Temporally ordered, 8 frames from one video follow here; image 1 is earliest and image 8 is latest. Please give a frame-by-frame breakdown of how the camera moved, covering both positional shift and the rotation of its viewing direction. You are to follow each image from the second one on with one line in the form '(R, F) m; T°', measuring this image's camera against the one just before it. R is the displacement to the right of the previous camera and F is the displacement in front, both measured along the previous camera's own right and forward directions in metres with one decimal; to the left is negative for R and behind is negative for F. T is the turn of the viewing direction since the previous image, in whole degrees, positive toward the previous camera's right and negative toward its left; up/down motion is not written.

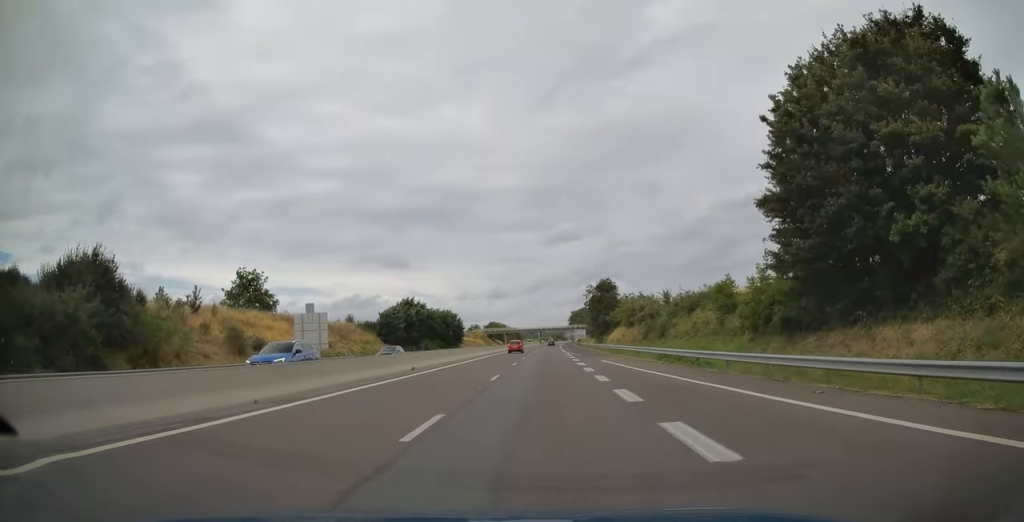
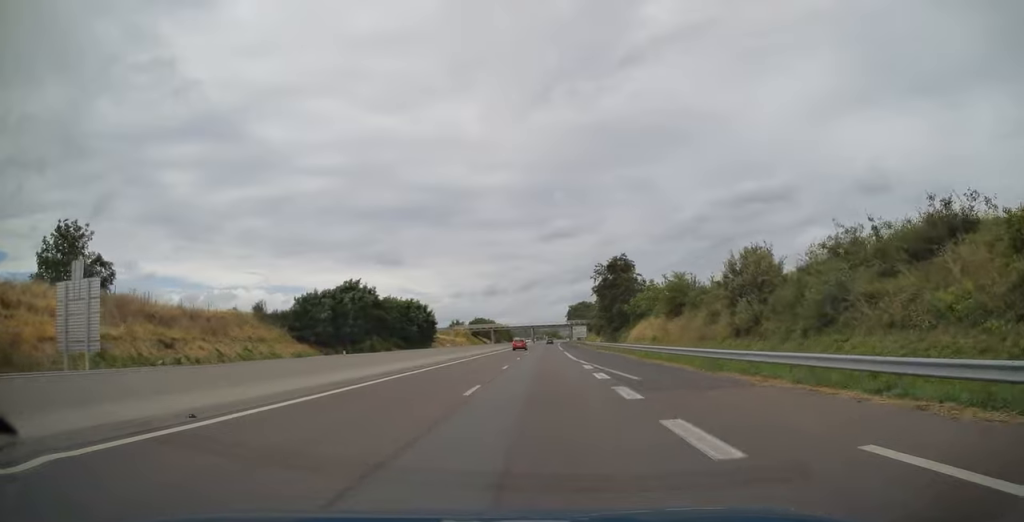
(+0.1, +32.3) m; +1°
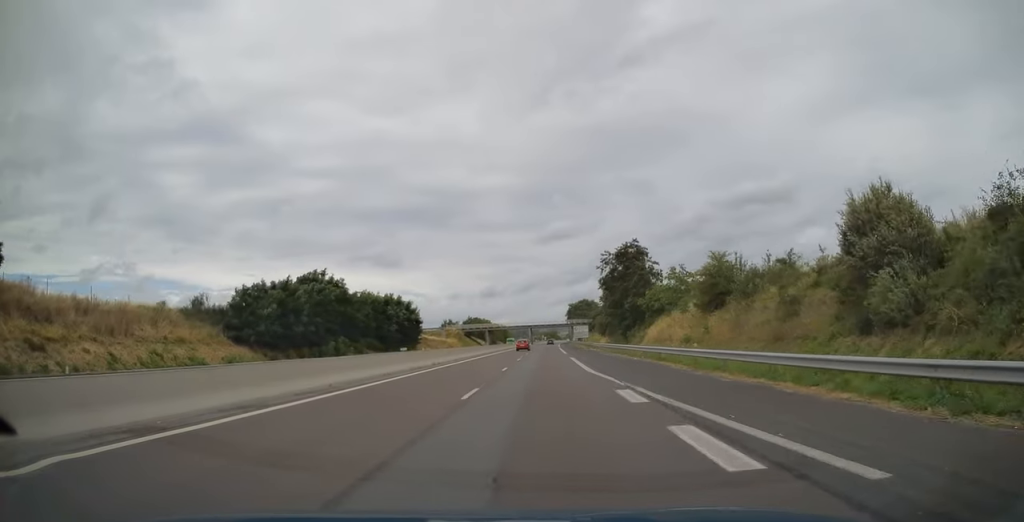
(+0.1, +13.5) m; 0°
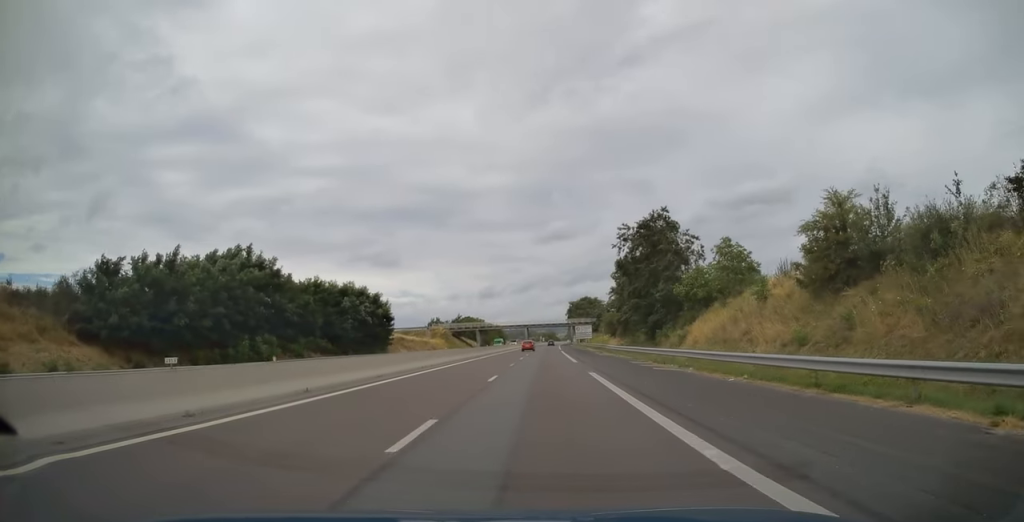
(+0.1, +19.4) m; 0°
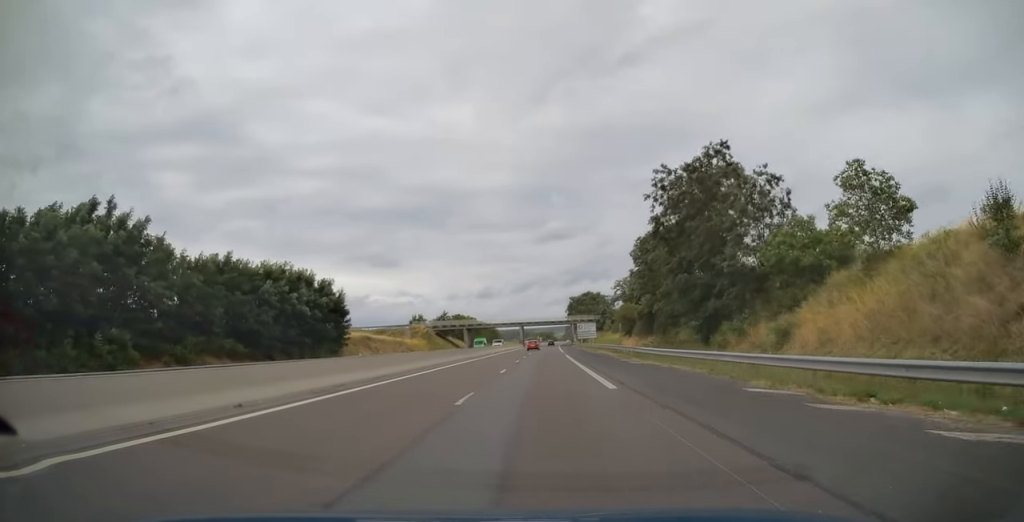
(+0.1, +19.9) m; 0°
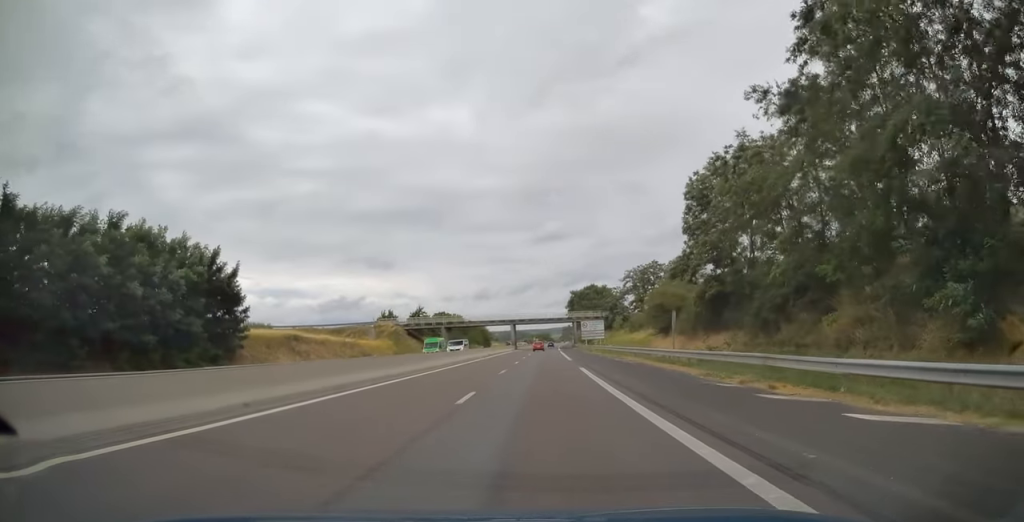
(0.0, +25.3) m; 0°
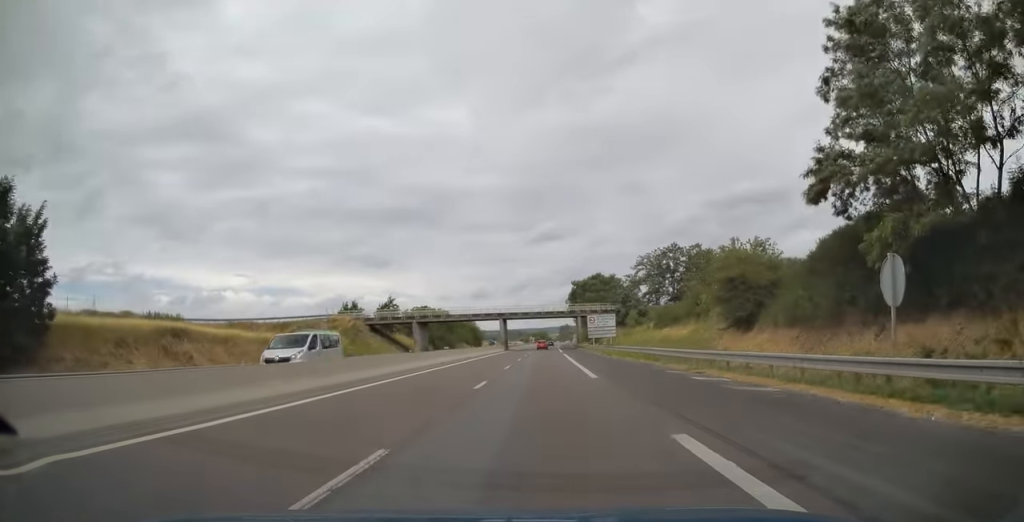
(0.0, +22.1) m; 0°
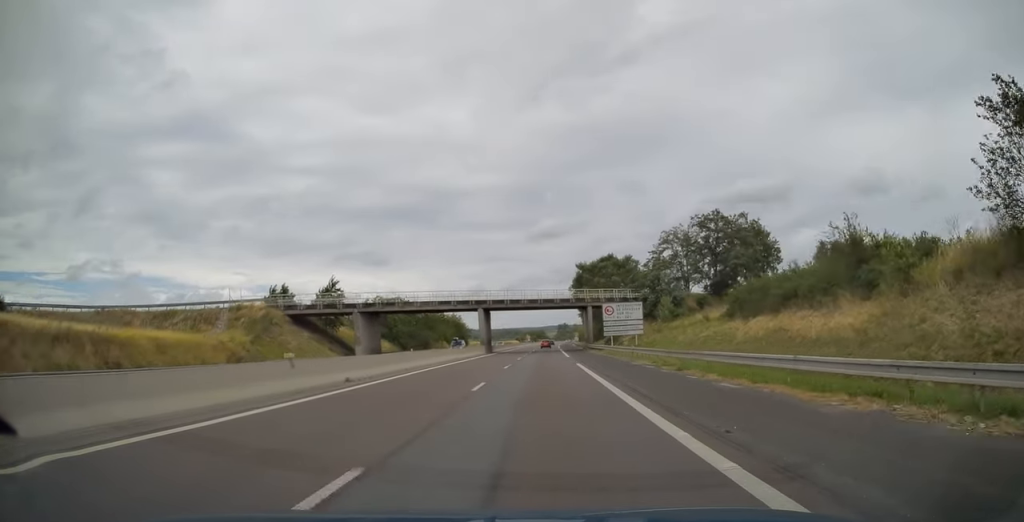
(+0.2, +26.9) m; 0°
